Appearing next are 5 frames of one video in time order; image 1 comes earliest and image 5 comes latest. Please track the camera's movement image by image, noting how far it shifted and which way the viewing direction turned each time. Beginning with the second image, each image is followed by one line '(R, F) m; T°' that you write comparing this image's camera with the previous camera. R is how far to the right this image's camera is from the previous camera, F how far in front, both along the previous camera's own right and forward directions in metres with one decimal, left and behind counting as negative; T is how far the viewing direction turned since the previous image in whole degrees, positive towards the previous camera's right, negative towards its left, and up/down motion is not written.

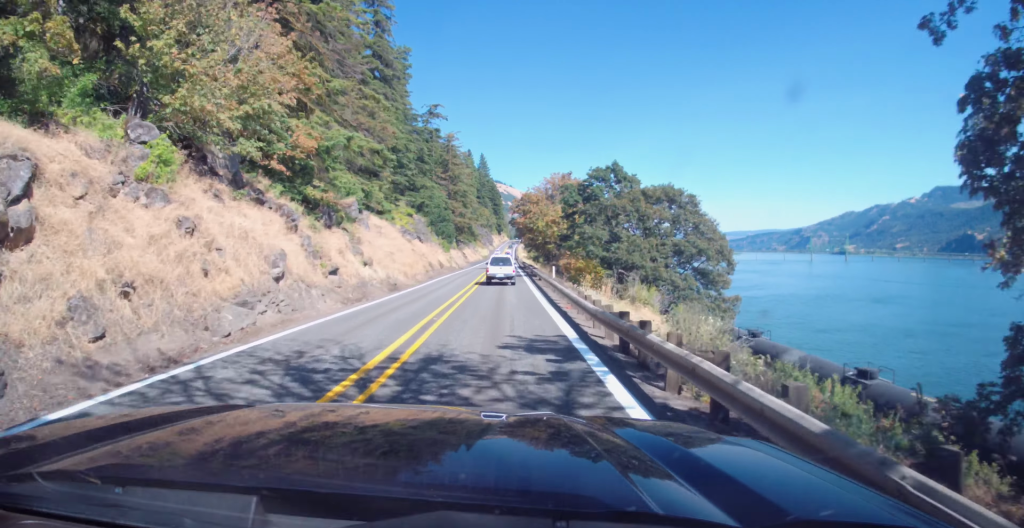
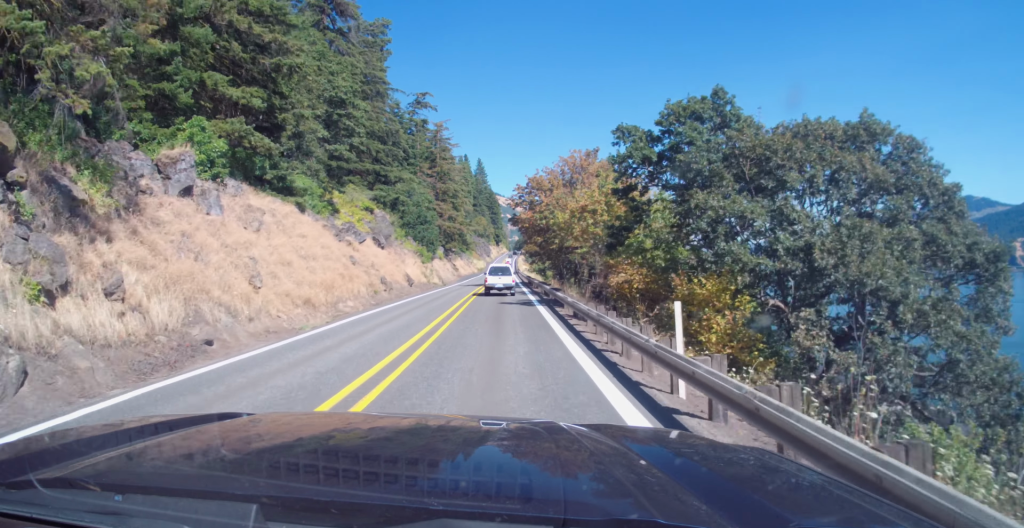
(+0.3, +24.0) m; 0°
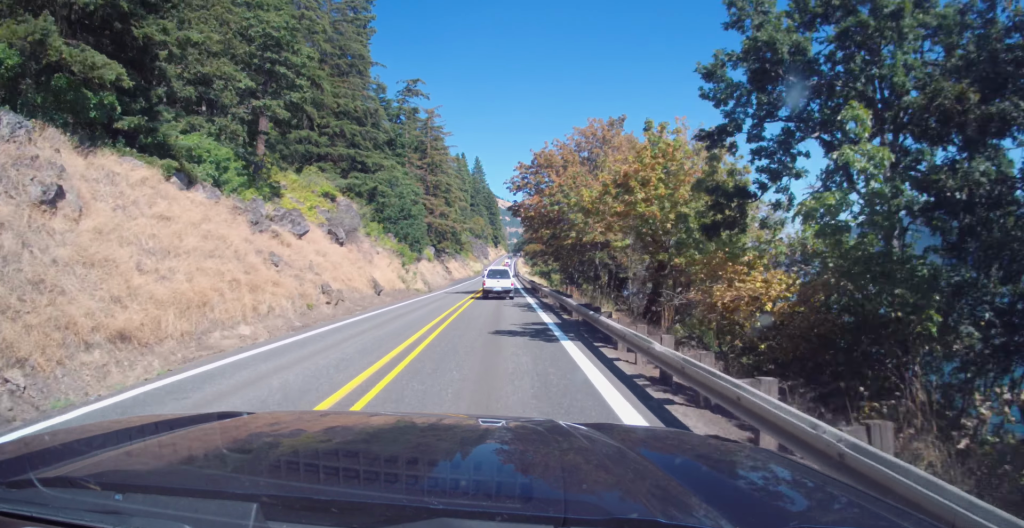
(-0.3, +13.3) m; 0°
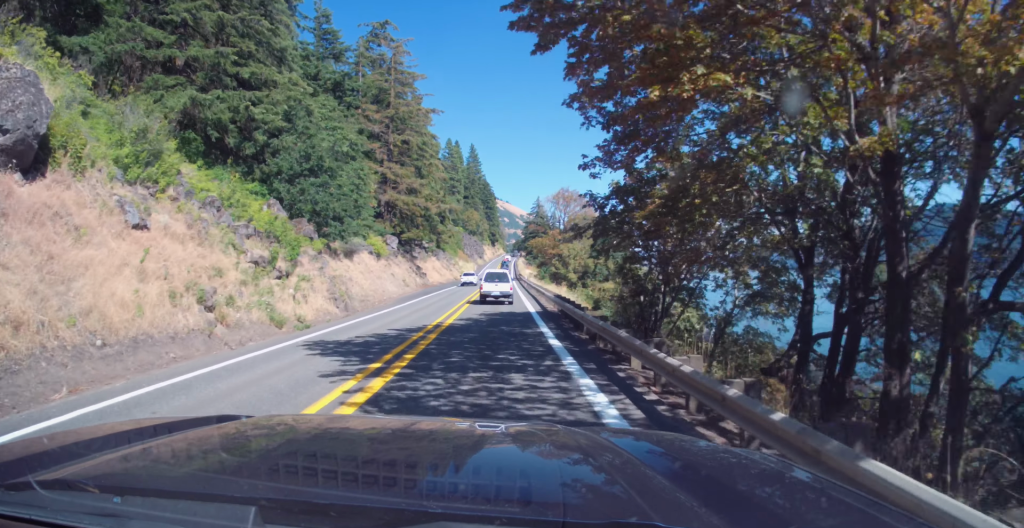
(+0.2, +33.8) m; -1°
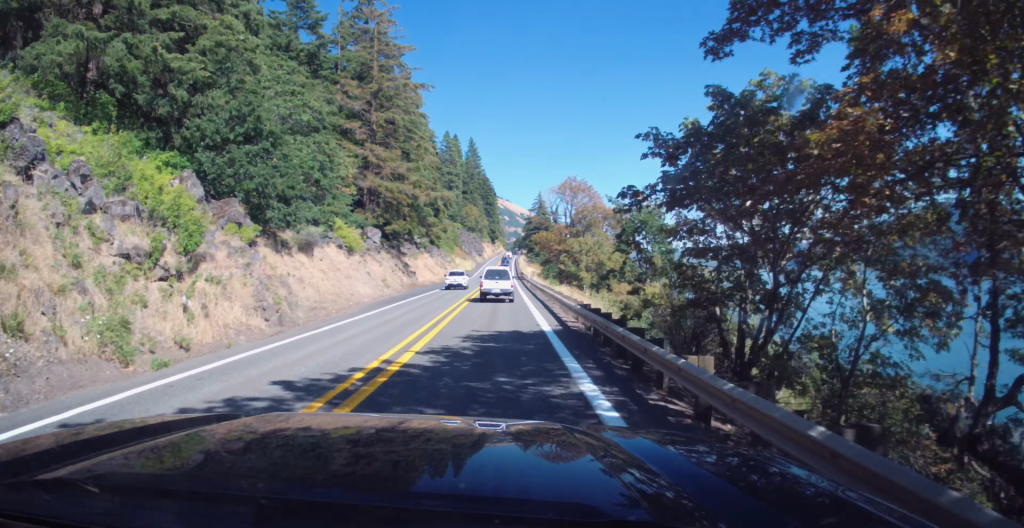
(-0.1, +9.9) m; 0°
